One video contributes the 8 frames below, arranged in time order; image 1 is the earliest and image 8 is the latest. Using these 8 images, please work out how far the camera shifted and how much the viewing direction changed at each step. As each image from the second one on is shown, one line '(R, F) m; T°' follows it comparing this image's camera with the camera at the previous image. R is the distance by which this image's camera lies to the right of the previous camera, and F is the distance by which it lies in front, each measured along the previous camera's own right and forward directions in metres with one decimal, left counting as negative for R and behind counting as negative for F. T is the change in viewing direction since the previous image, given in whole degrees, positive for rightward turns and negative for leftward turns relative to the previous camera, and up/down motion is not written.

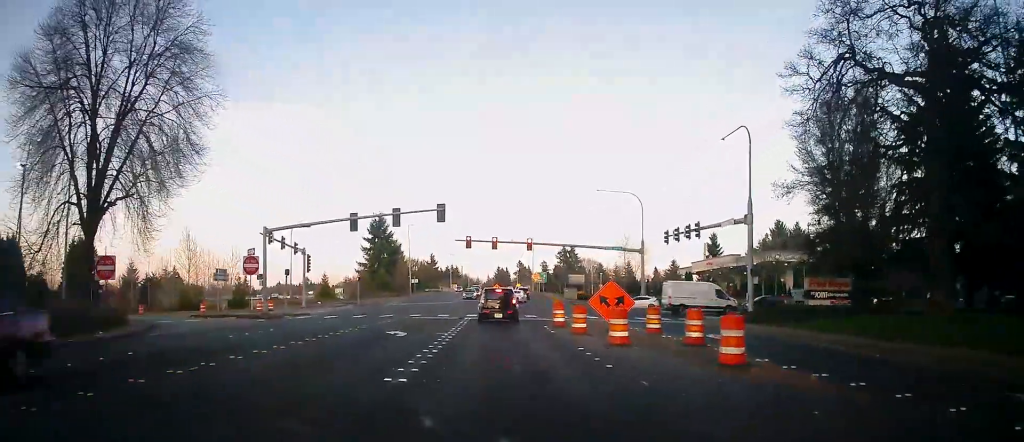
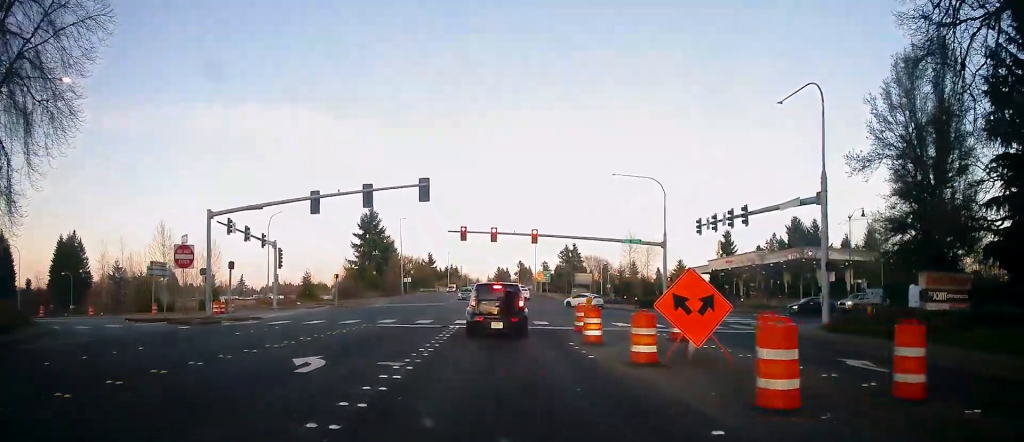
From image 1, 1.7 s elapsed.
(-0.2, +10.2) m; -5°
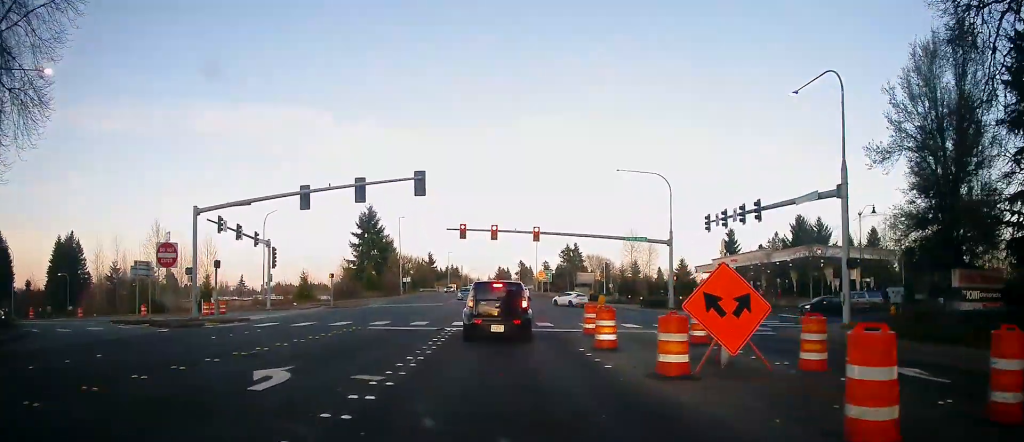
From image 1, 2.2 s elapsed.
(0.0, +2.2) m; 0°
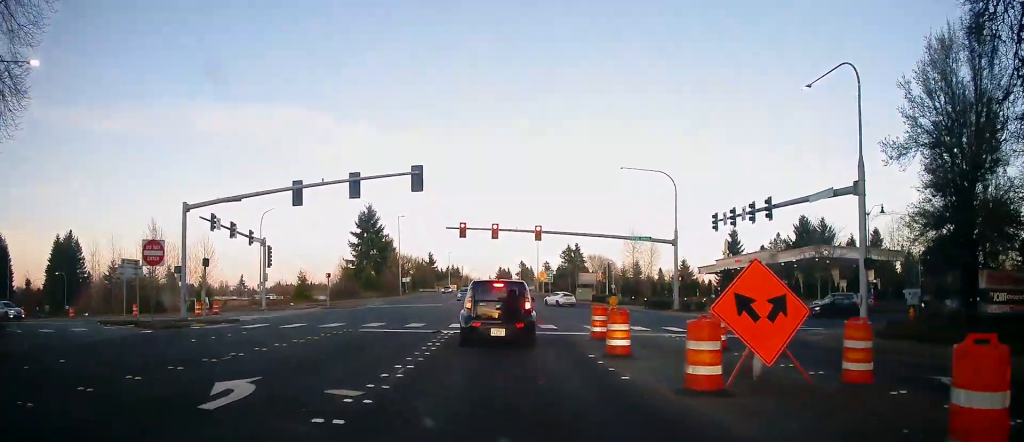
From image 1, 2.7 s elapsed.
(0.0, +2.0) m; 0°
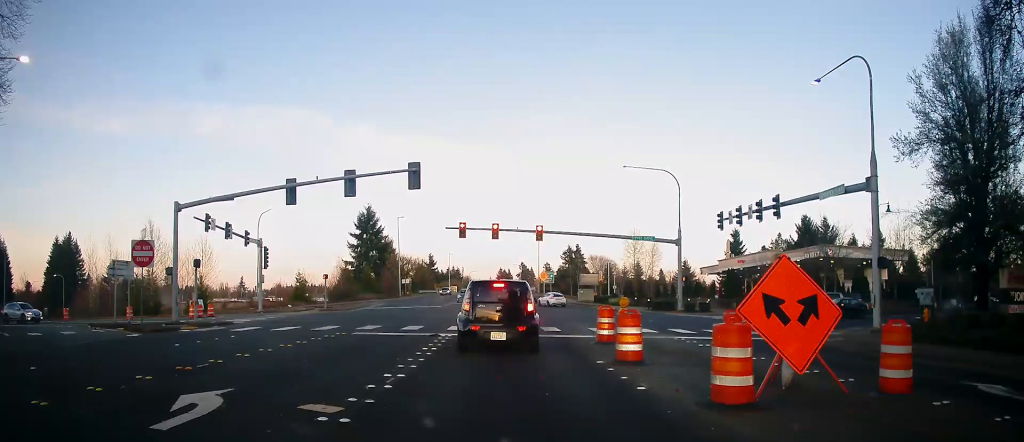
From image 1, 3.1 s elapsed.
(0.0, +1.3) m; 0°
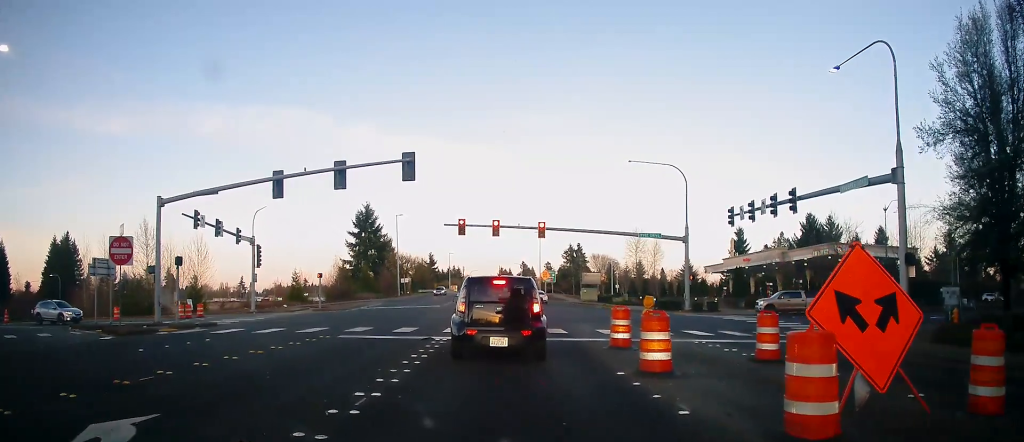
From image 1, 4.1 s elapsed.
(0.0, +2.6) m; 0°
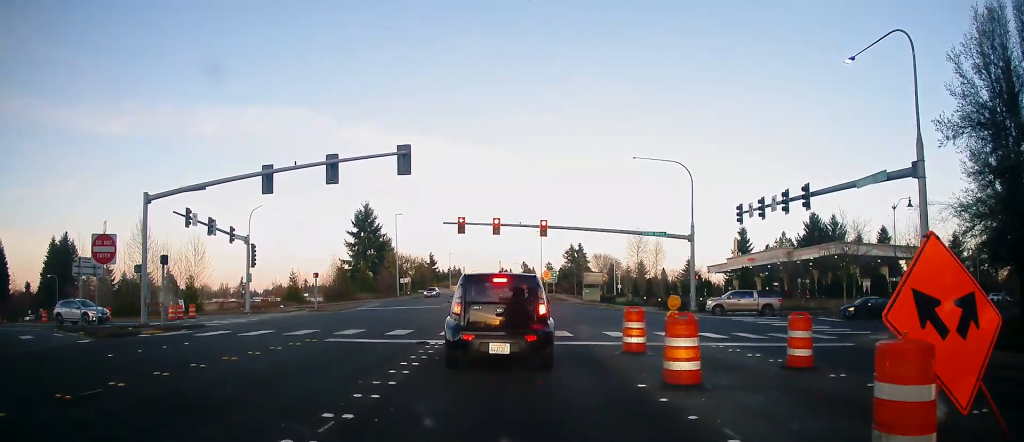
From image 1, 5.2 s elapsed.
(0.0, +1.9) m; 0°
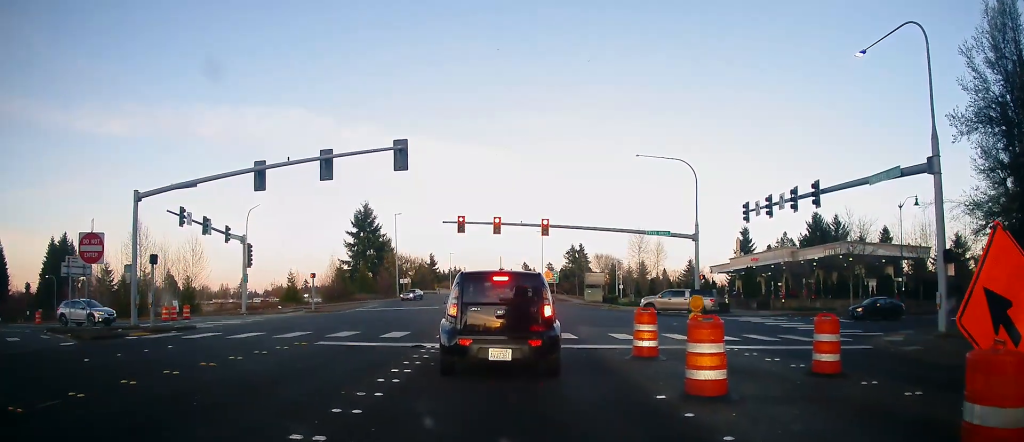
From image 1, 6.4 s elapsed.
(0.0, +1.2) m; 0°
